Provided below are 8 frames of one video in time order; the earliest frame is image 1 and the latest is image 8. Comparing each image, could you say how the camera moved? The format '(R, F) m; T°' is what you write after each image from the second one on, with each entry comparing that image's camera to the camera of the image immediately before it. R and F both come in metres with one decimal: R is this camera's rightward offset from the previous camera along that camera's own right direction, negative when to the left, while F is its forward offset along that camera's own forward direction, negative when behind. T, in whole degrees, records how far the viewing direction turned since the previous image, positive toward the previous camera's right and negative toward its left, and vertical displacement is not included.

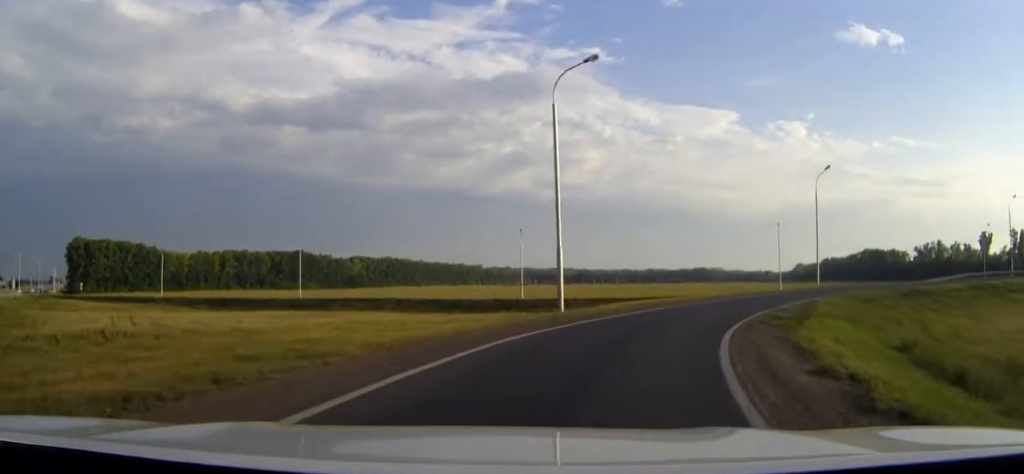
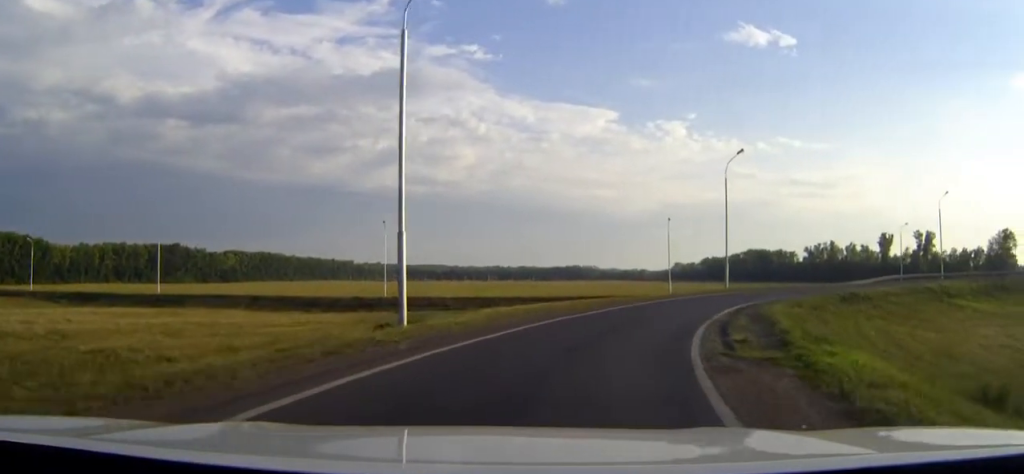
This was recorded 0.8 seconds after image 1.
(+0.7, +8.8) m; +9°
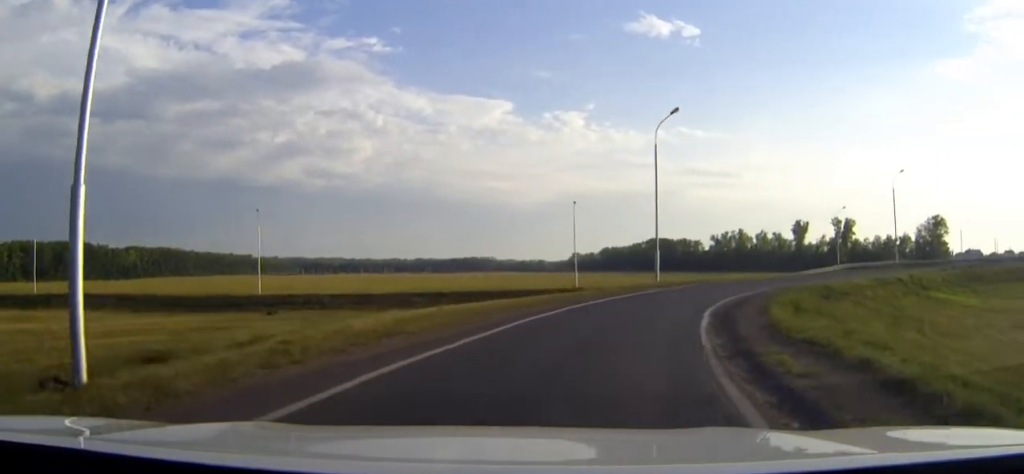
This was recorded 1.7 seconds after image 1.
(+1.2, +10.8) m; +10°
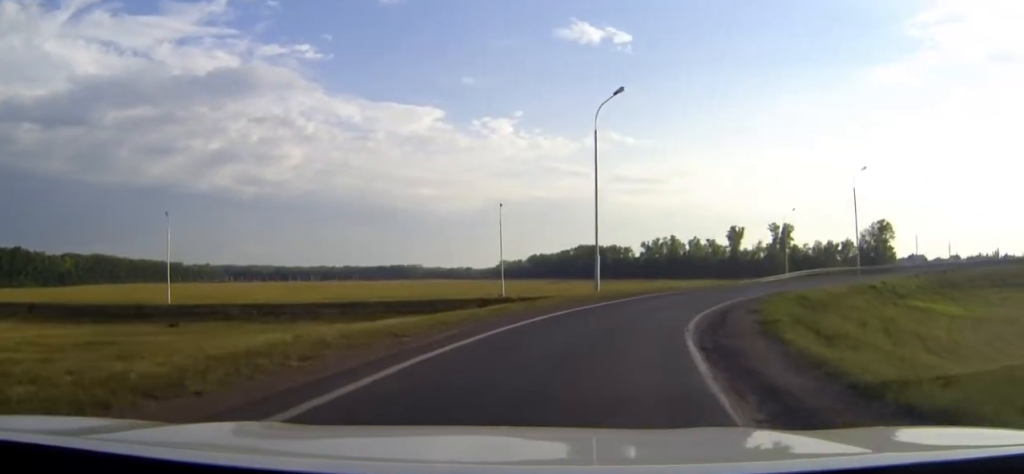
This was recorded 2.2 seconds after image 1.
(+0.4, +6.4) m; +5°
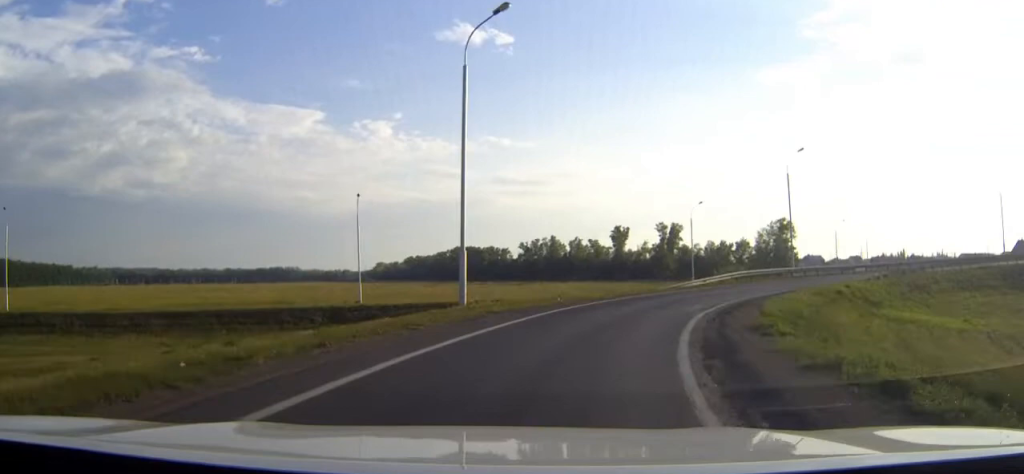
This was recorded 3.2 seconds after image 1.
(+0.9, +11.9) m; +9°
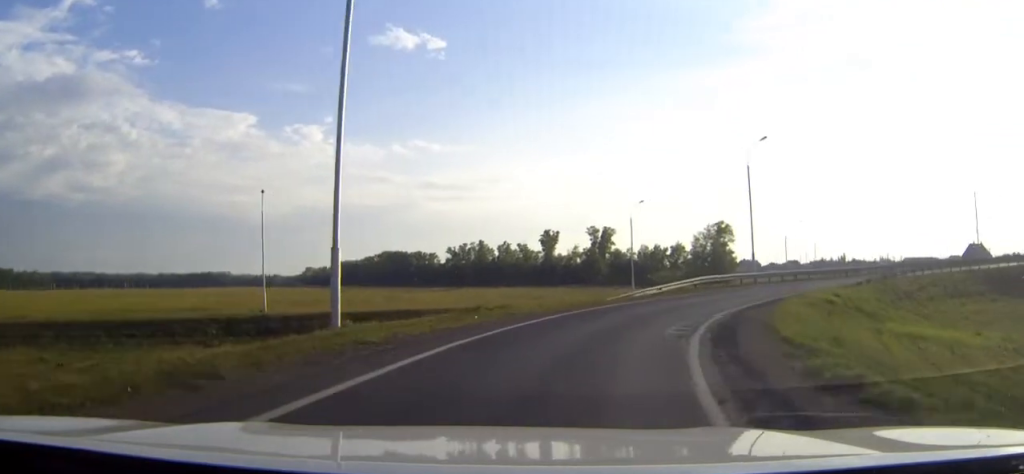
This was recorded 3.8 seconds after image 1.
(+0.2, +7.3) m; +5°
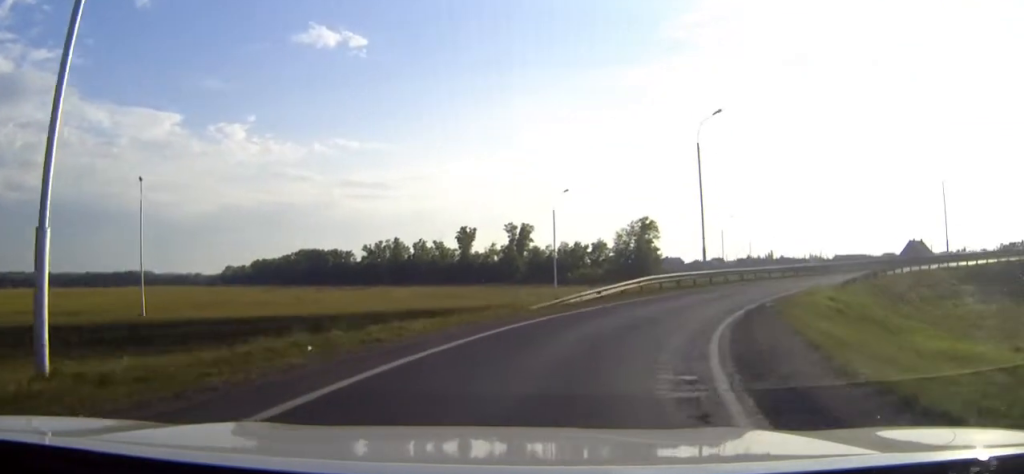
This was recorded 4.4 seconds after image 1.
(+0.5, +8.4) m; +6°
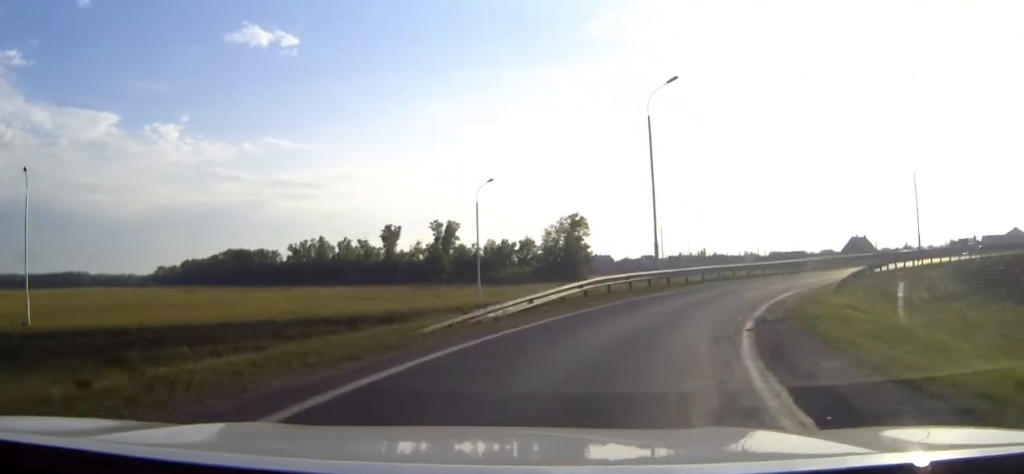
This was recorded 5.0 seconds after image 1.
(+0.1, +7.6) m; +6°
